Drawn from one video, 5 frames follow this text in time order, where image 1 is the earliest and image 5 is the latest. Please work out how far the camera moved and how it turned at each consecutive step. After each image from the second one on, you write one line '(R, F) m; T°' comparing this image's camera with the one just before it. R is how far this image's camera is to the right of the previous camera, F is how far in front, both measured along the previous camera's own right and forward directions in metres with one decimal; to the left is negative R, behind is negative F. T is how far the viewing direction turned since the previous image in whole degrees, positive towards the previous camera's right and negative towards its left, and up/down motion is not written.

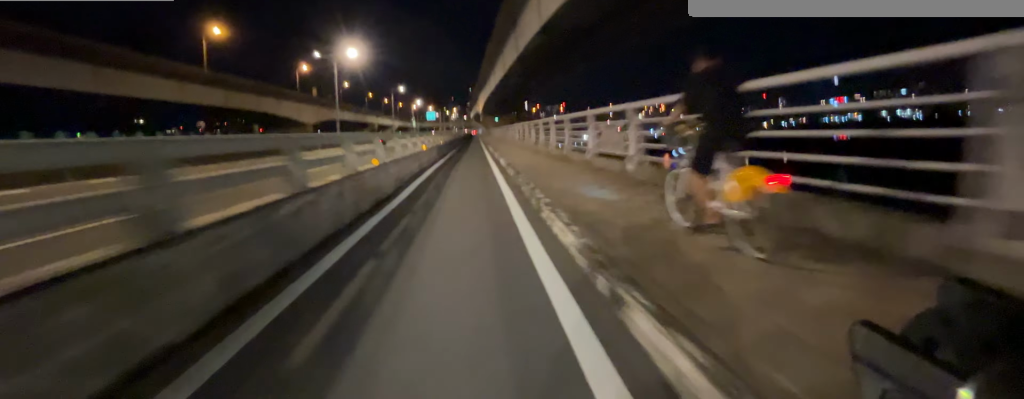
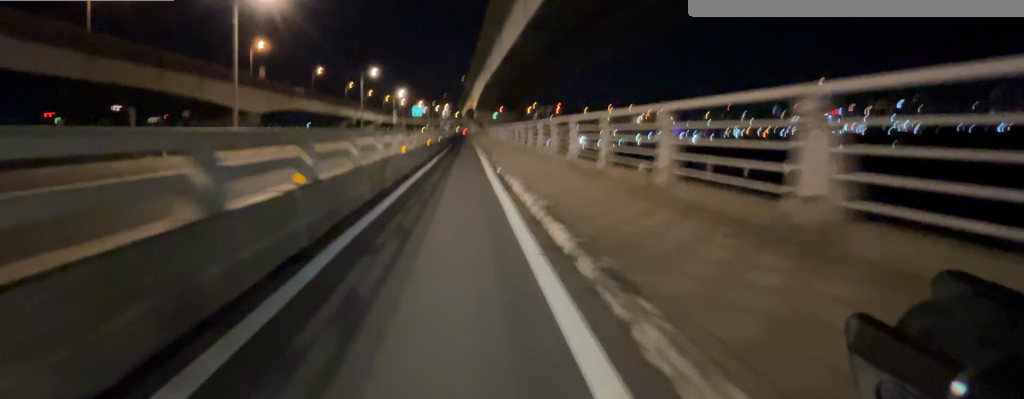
(0.0, +20.5) m; 0°
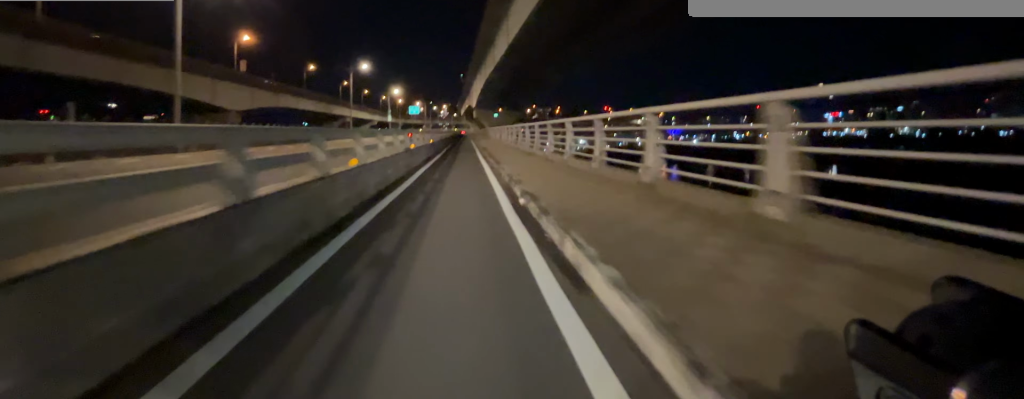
(0.0, +6.1) m; 0°
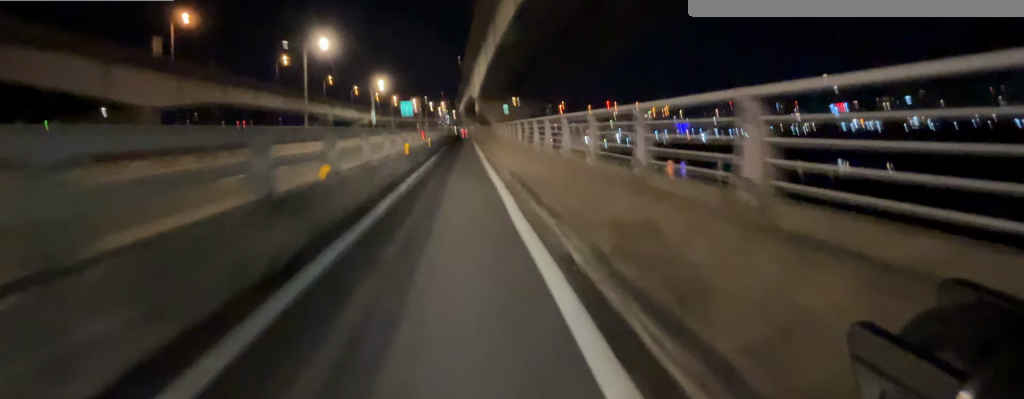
(+0.1, +20.7) m; +1°
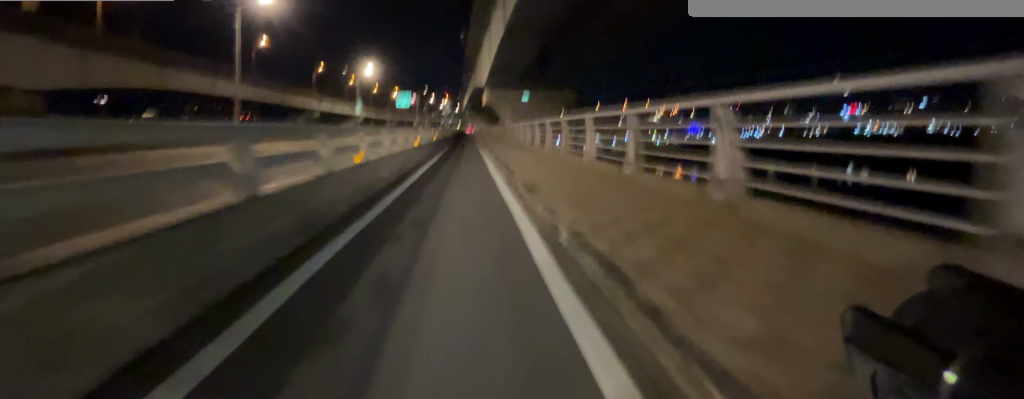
(0.0, +16.5) m; +1°
